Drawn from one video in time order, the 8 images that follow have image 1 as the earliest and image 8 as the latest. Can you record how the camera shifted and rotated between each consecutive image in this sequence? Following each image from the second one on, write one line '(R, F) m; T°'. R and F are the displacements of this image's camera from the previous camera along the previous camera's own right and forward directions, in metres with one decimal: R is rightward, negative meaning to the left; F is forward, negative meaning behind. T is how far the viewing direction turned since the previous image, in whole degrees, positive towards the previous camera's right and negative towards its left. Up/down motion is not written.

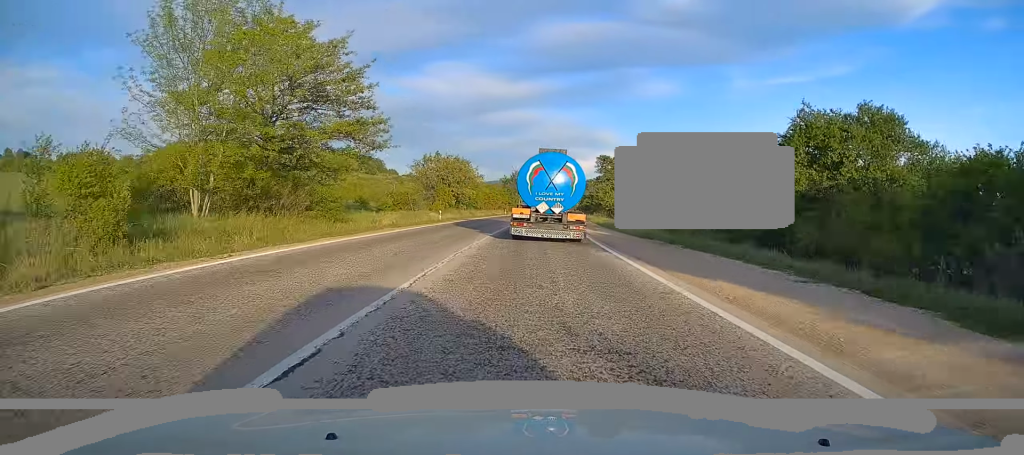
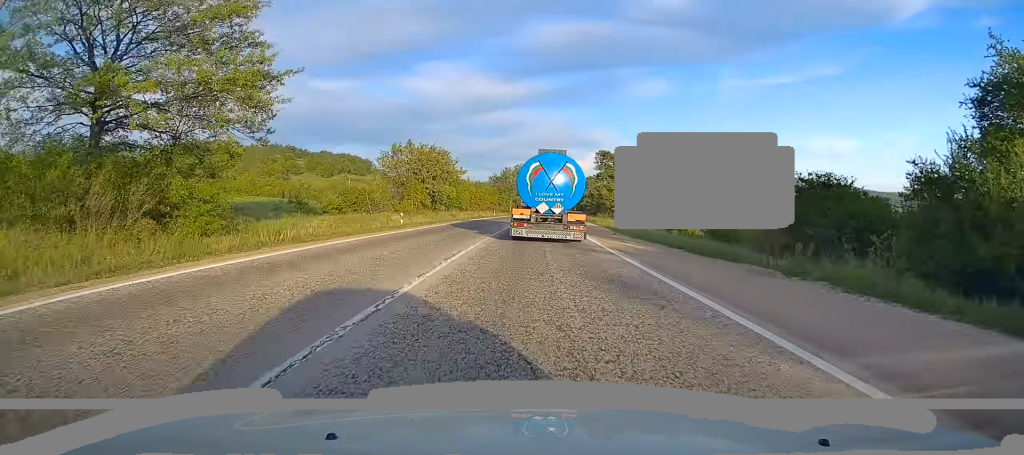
(0.0, +12.8) m; 0°
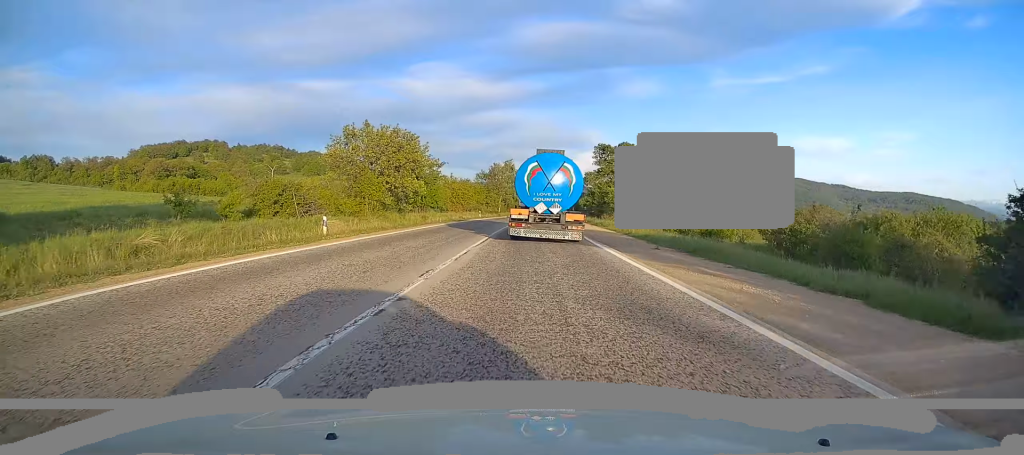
(0.0, +12.8) m; +1°
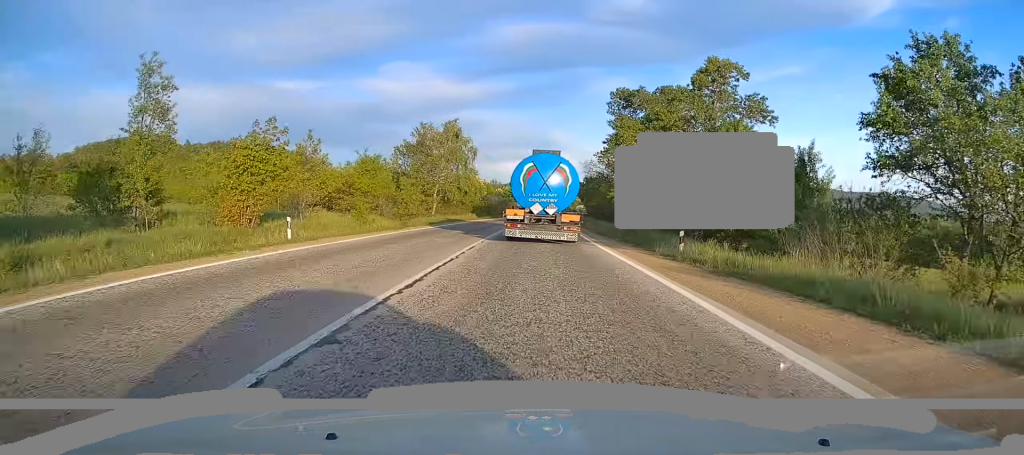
(+2.2, +52.9) m; +4°
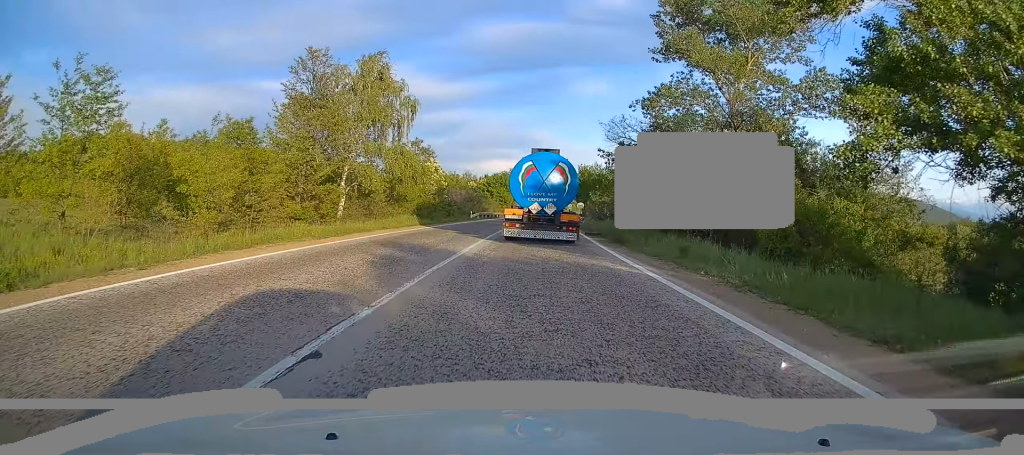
(+0.1, +28.3) m; +1°
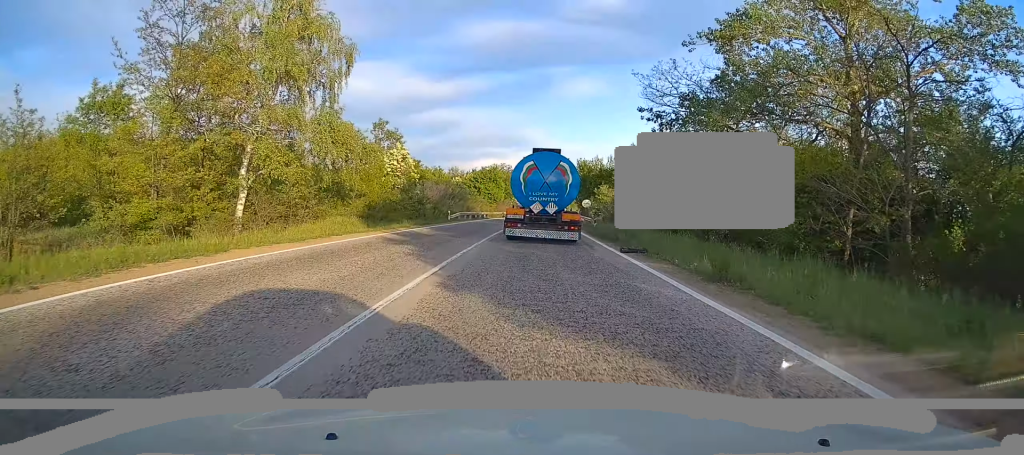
(0.0, +12.9) m; +1°
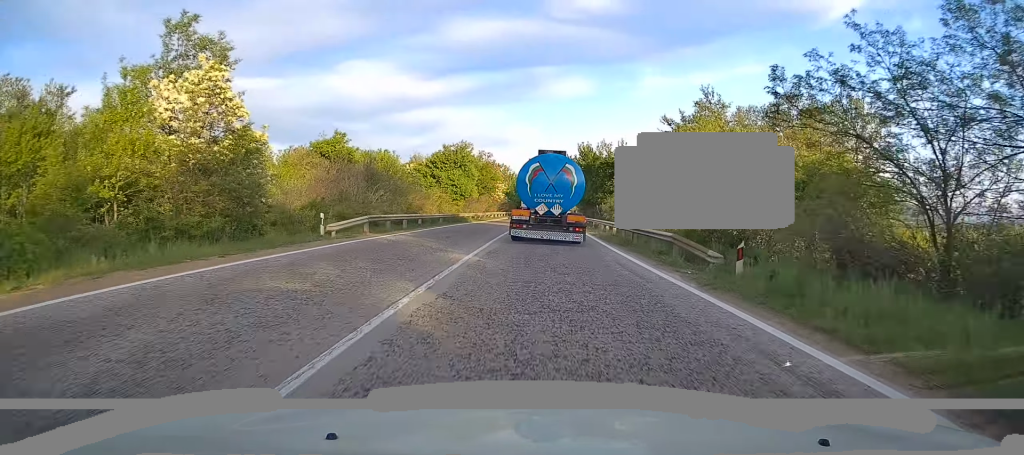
(+0.5, +28.0) m; +1°
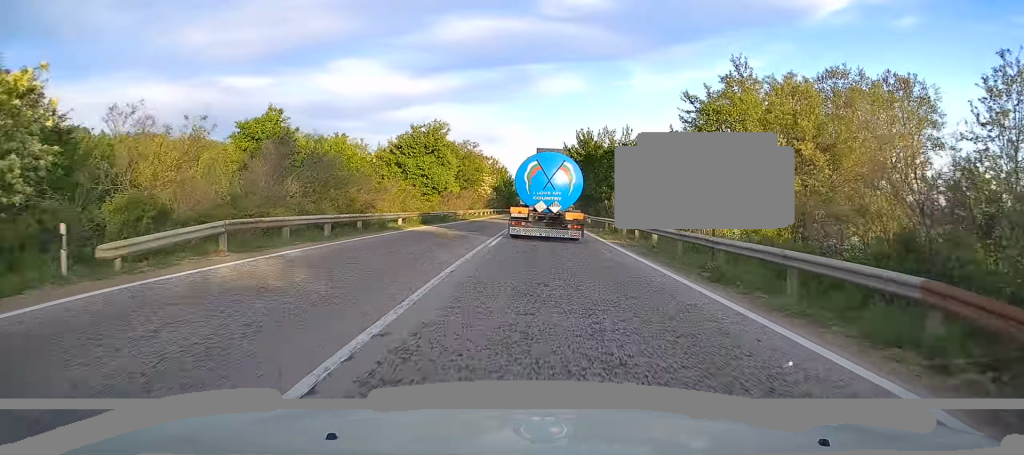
(0.0, +11.9) m; 0°
